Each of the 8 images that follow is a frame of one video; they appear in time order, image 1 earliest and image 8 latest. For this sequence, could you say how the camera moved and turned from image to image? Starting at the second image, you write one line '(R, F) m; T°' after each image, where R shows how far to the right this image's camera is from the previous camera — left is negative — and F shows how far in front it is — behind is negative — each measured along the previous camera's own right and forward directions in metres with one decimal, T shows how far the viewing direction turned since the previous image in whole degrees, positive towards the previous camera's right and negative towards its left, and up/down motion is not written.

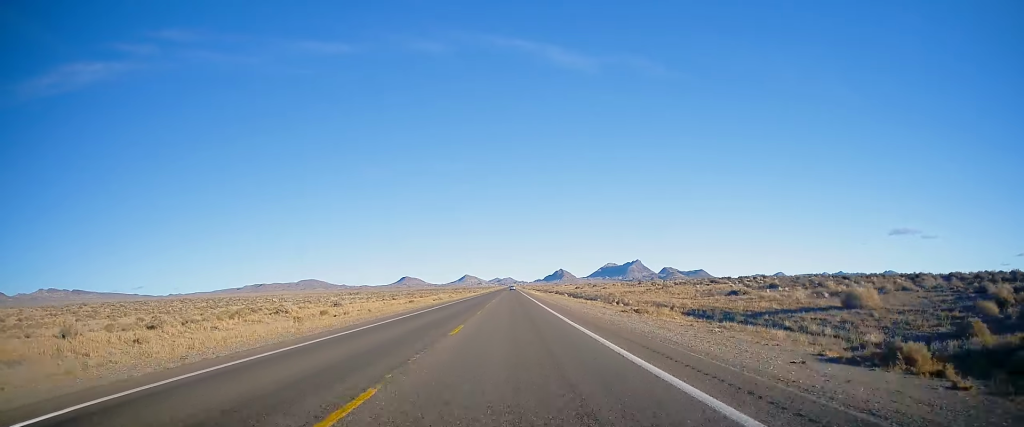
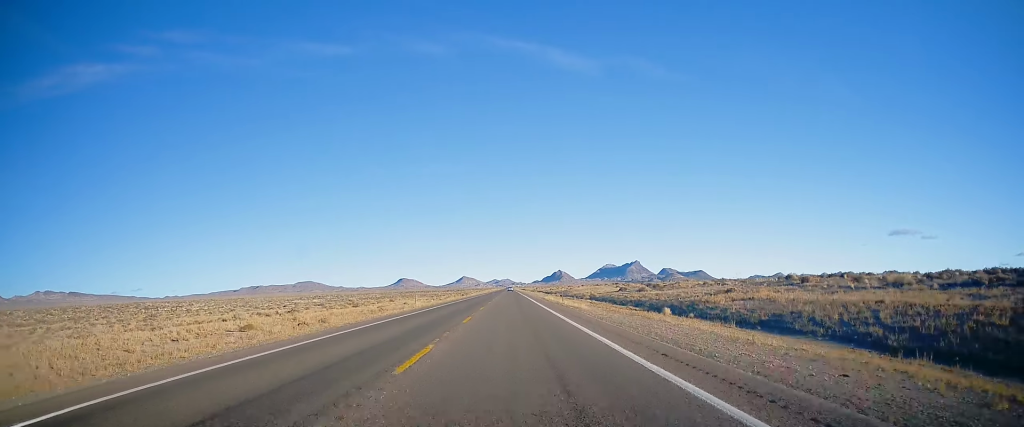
(-0.2, +55.6) m; 0°
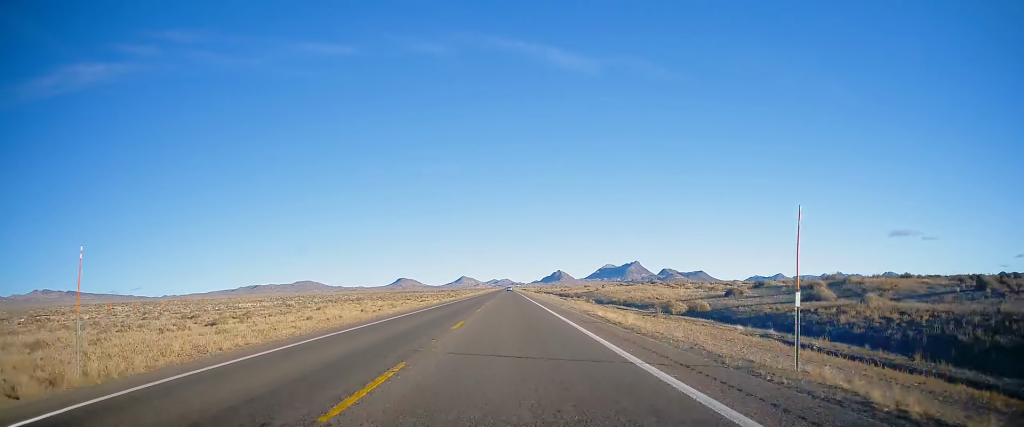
(0.0, +39.3) m; 0°
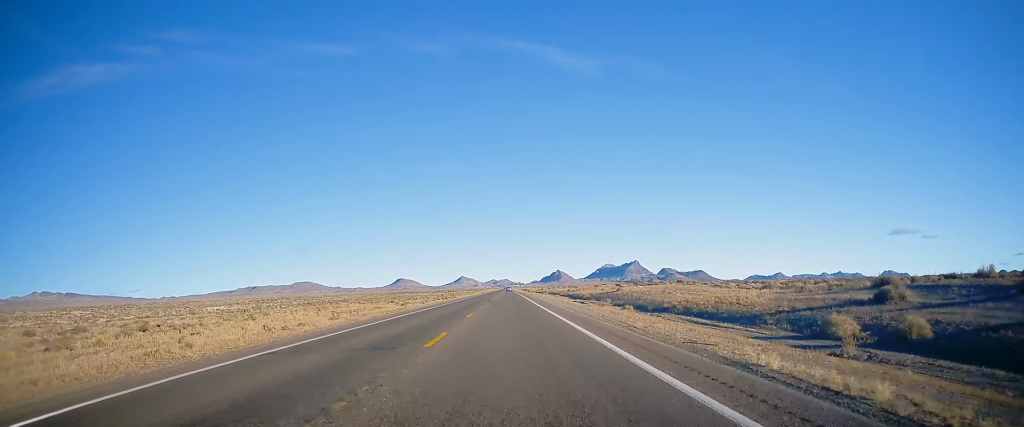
(0.0, +17.6) m; 0°
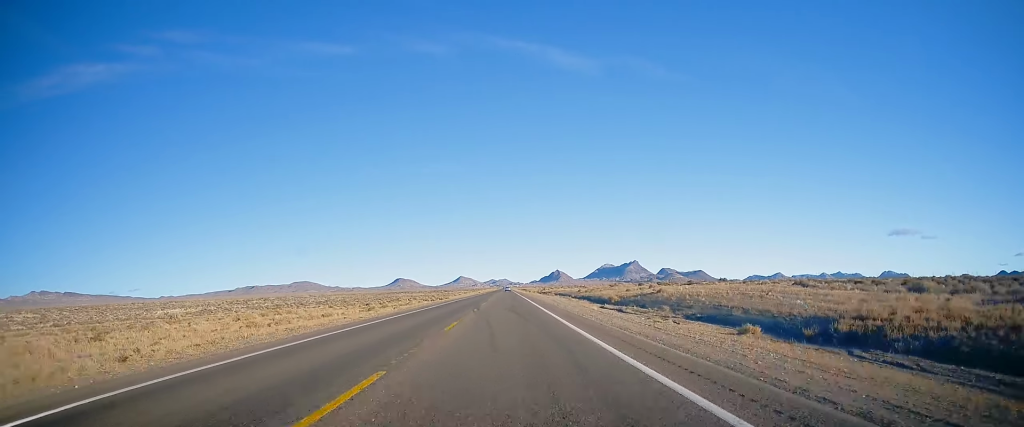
(0.0, +19.9) m; 0°
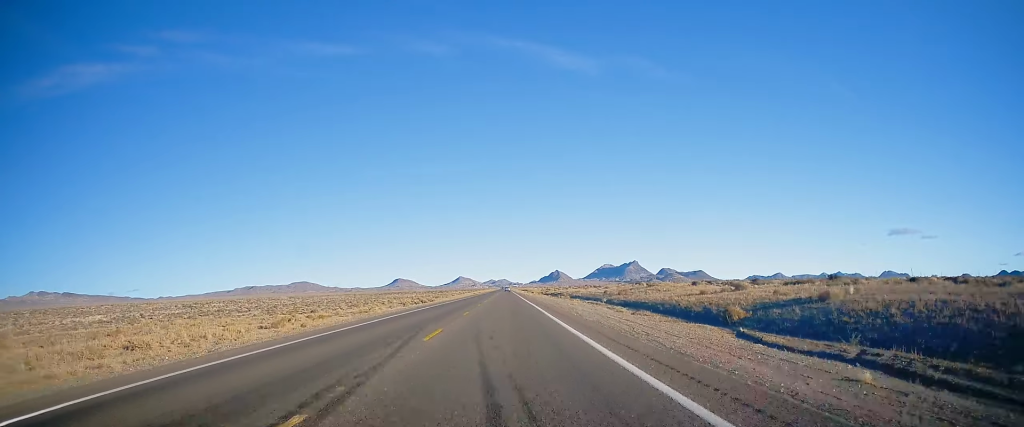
(+0.1, +27.5) m; 0°
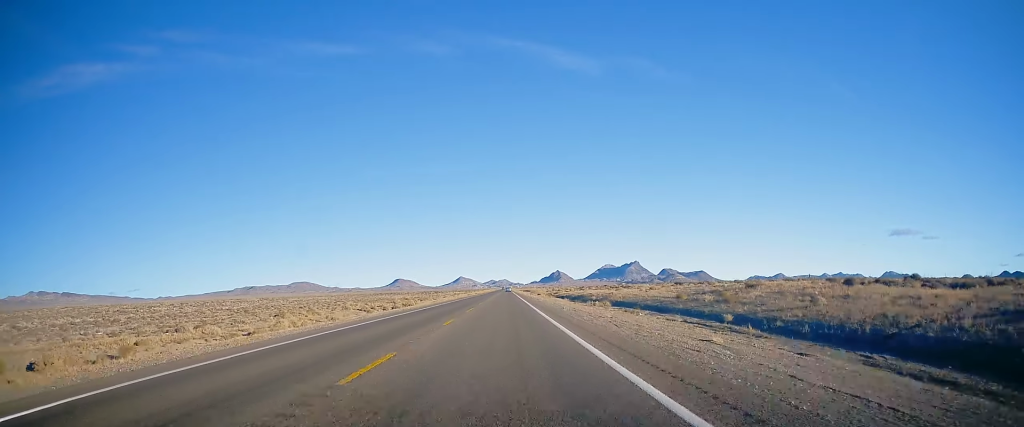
(+0.2, +30.7) m; 0°
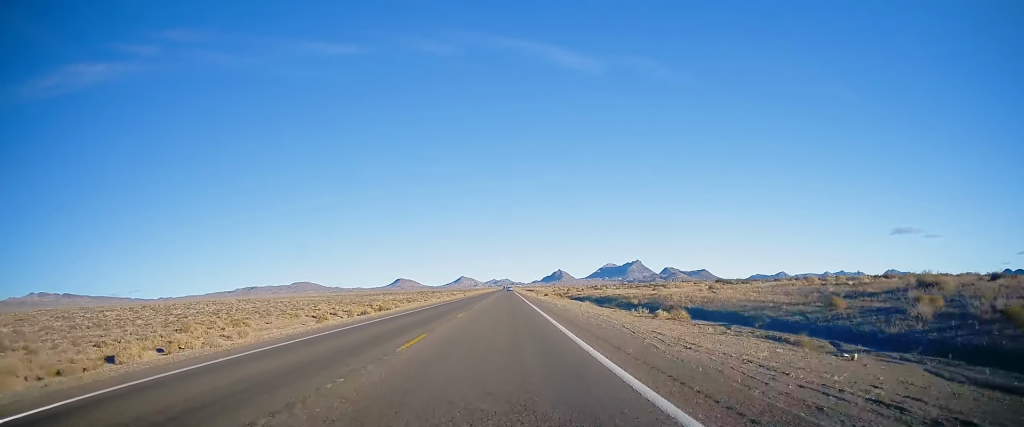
(-0.2, +19.7) m; -1°
